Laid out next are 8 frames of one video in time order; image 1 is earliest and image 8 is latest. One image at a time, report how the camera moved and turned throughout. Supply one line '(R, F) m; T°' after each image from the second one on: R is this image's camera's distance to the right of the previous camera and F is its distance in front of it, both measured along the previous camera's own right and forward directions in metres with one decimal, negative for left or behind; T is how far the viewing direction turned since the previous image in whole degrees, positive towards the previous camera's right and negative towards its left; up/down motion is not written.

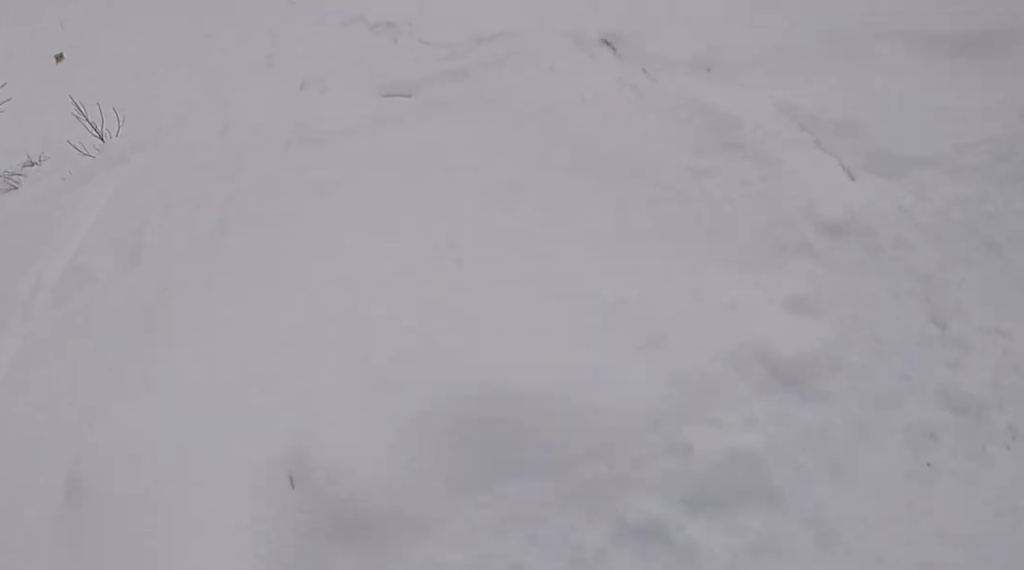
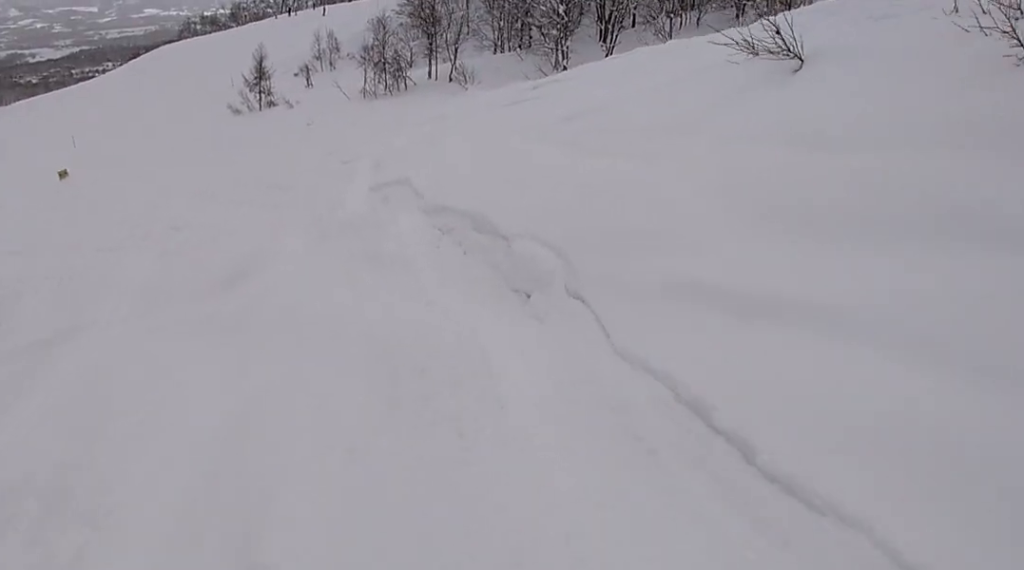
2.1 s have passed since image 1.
(+0.3, +7.6) m; +16°
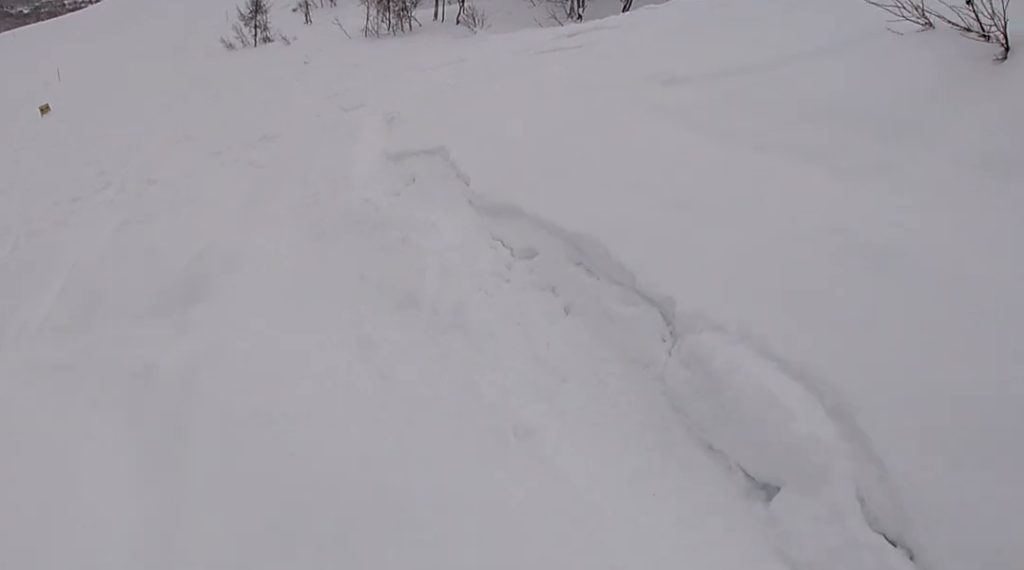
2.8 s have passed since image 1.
(+0.7, +2.0) m; 0°
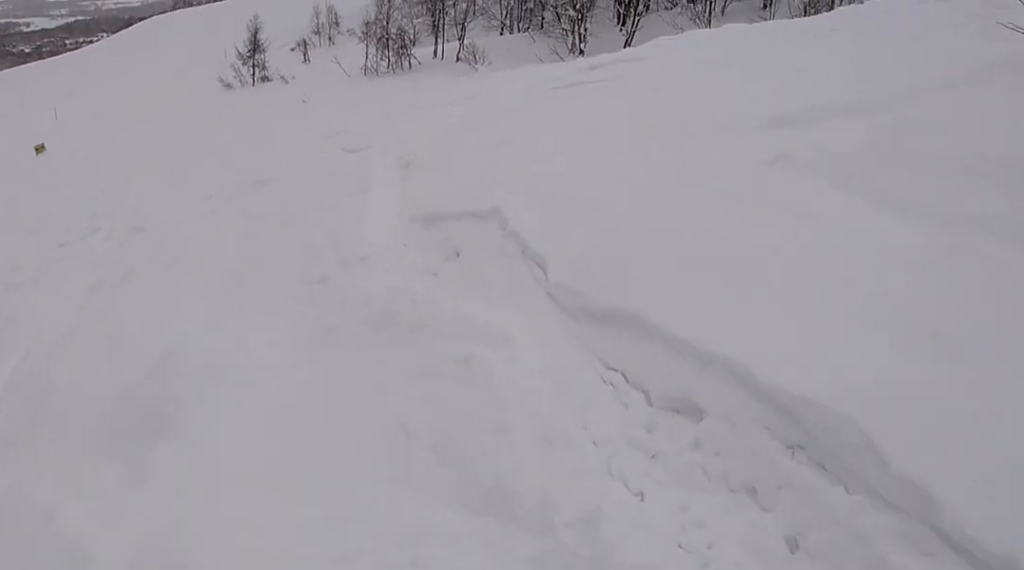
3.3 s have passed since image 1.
(0.0, +1.5) m; -5°
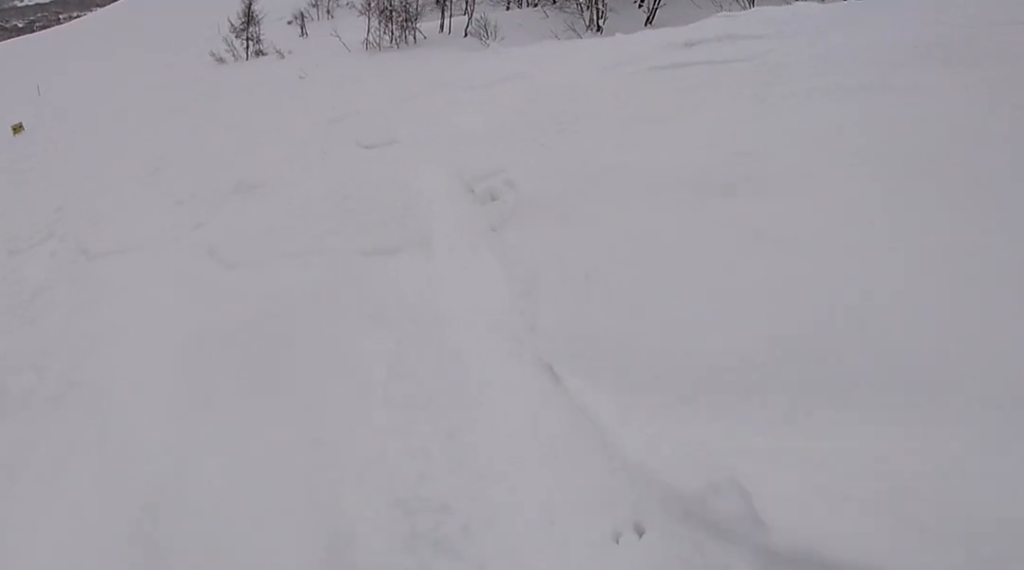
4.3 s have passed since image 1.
(-0.8, +3.6) m; -15°
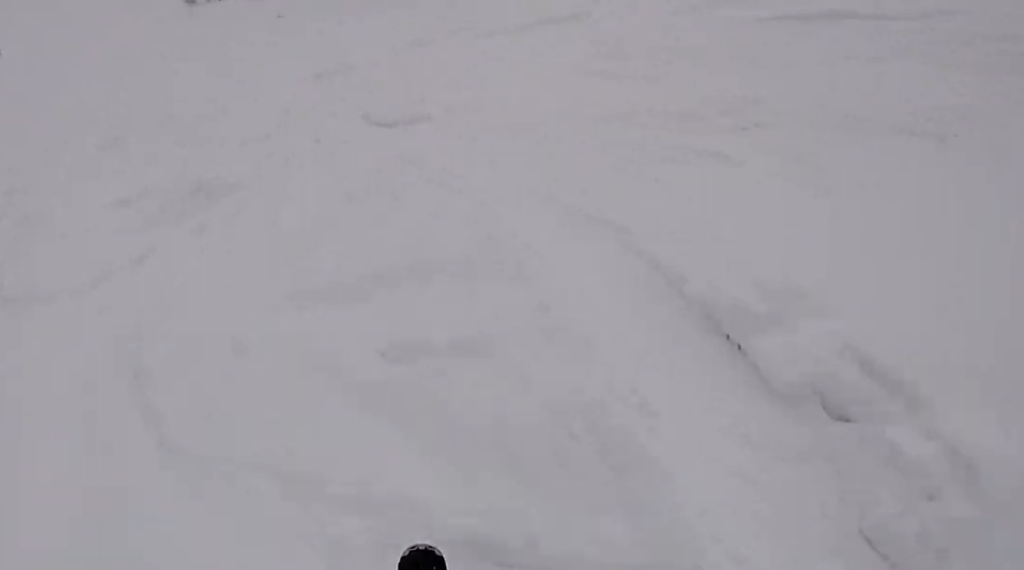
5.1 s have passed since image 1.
(-0.1, +3.6) m; -6°
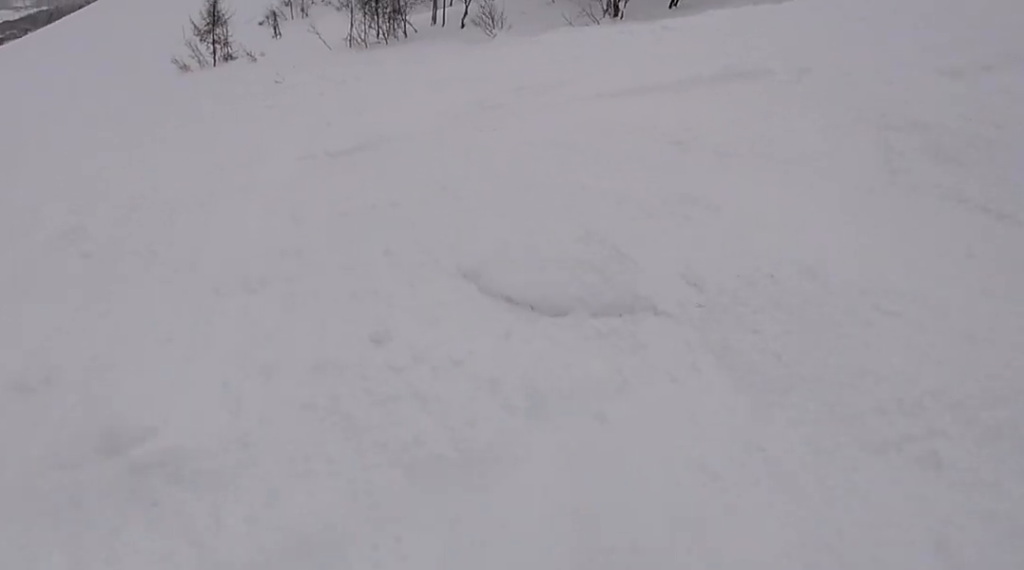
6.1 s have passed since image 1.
(-0.4, +4.3) m; 0°
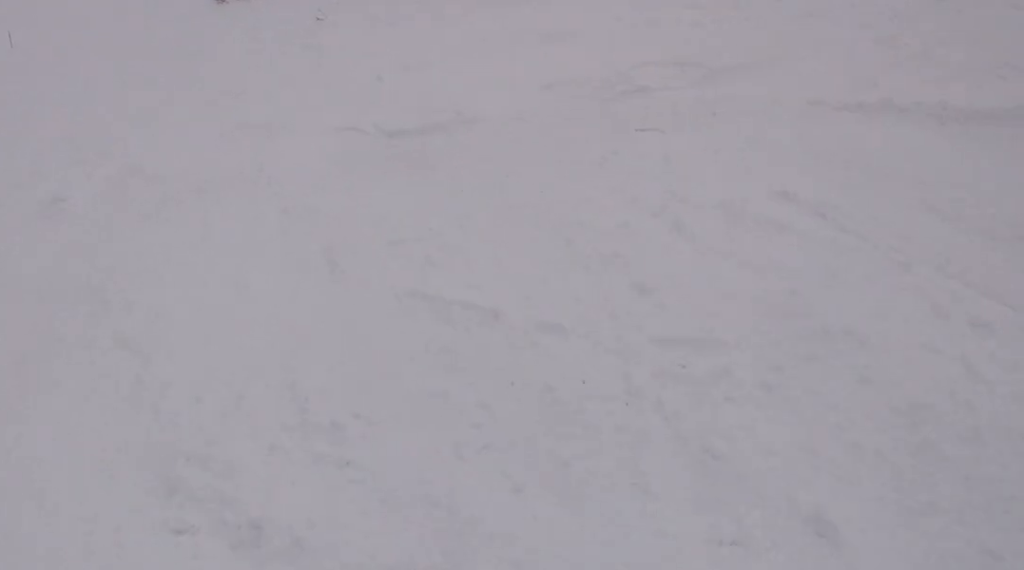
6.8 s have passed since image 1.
(+0.2, +2.8) m; +5°
